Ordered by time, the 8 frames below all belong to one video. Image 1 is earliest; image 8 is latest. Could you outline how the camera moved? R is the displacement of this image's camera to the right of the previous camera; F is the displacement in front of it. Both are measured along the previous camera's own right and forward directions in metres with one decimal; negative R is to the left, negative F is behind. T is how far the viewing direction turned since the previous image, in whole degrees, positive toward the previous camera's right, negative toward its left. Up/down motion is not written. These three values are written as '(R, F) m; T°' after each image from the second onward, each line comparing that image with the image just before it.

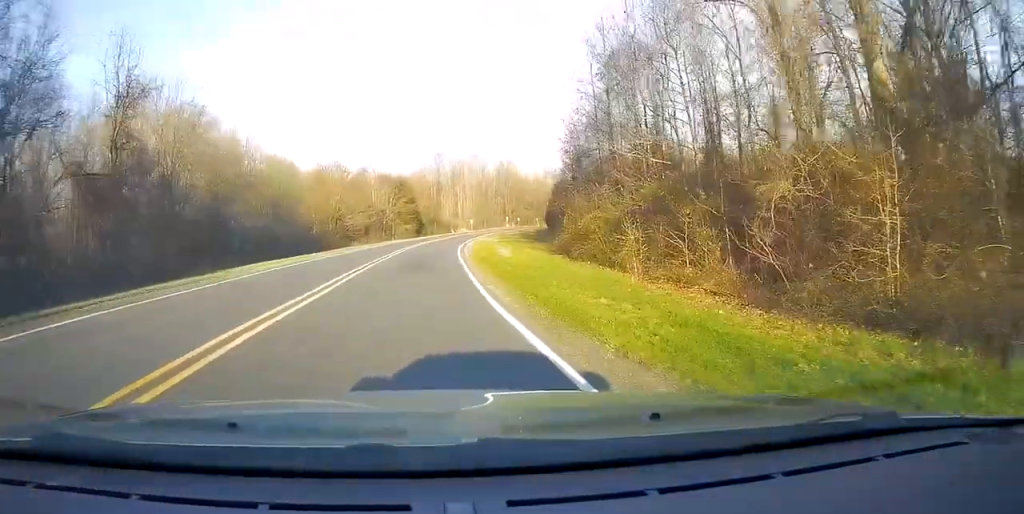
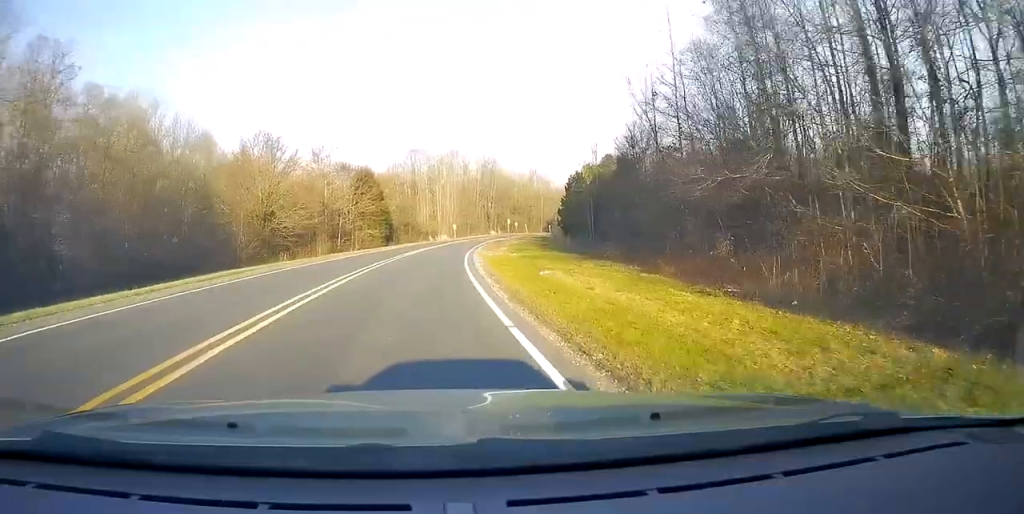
(+1.0, +23.6) m; +2°
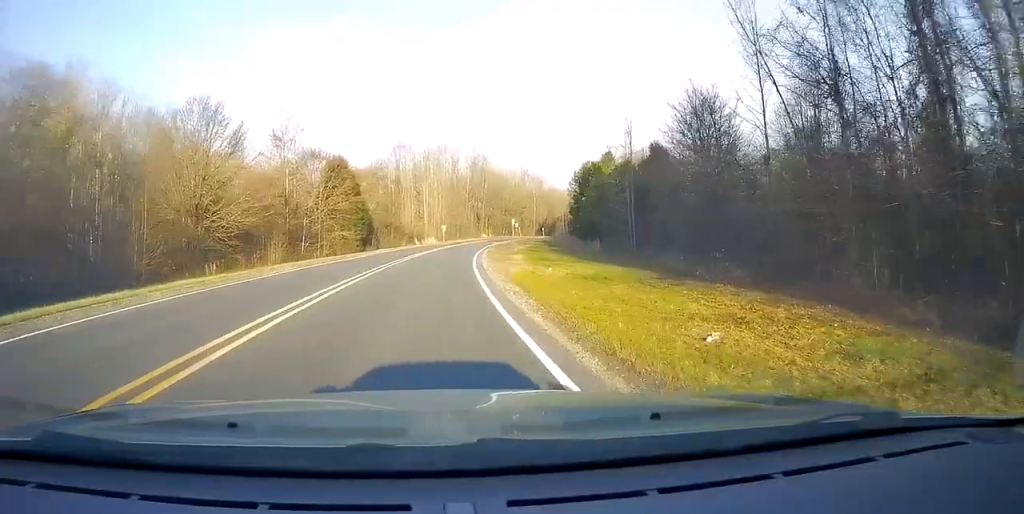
(-0.2, +12.7) m; +1°
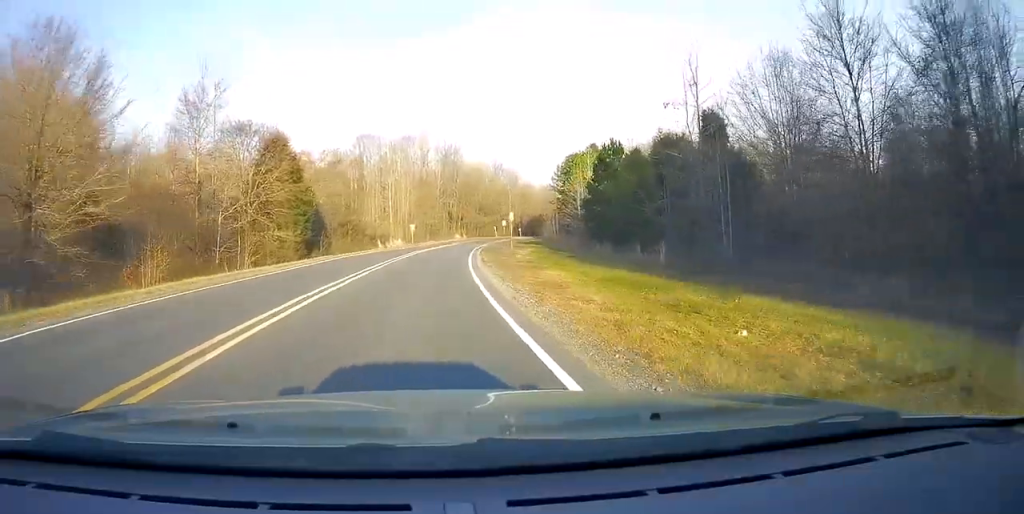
(+0.1, +15.2) m; +2°
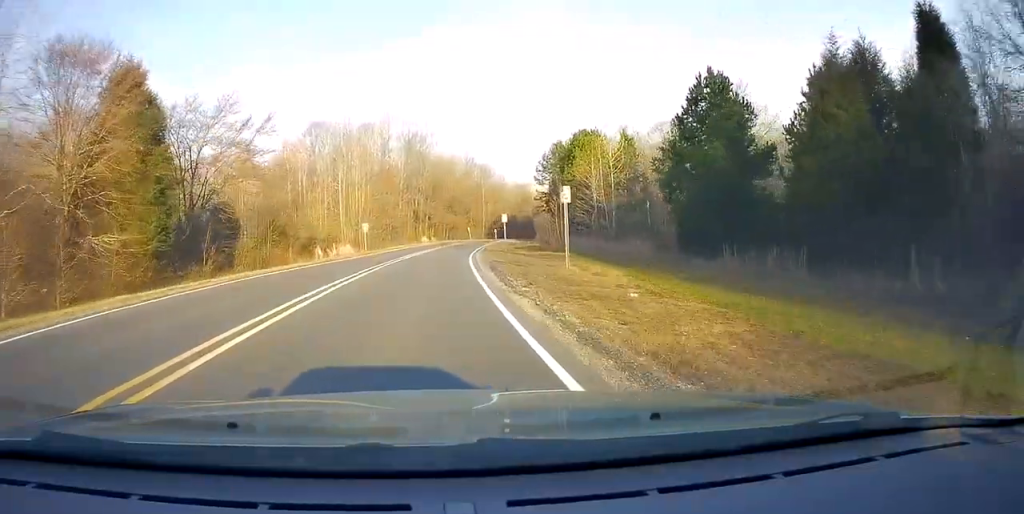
(+0.8, +21.1) m; +4°
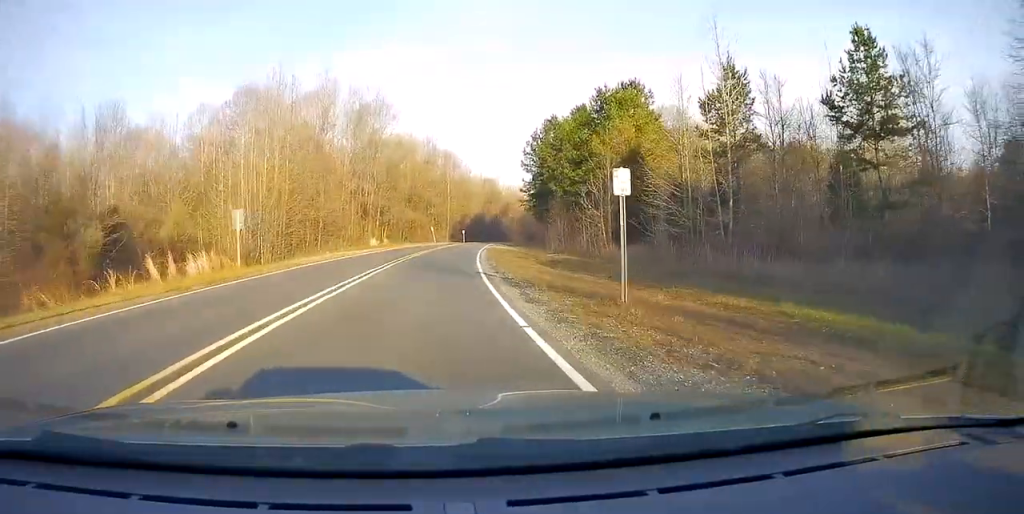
(+1.5, +27.4) m; +6°
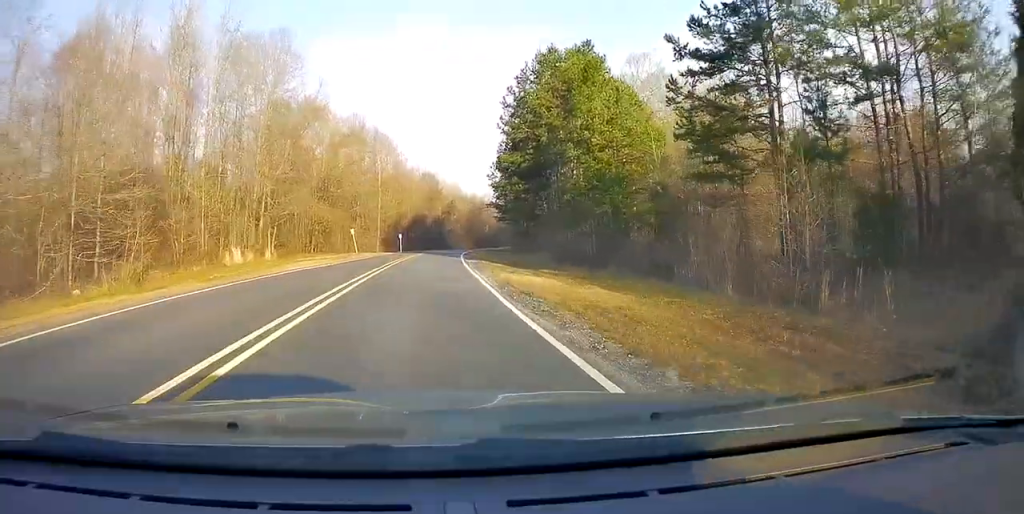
(+2.1, +34.3) m; +6°
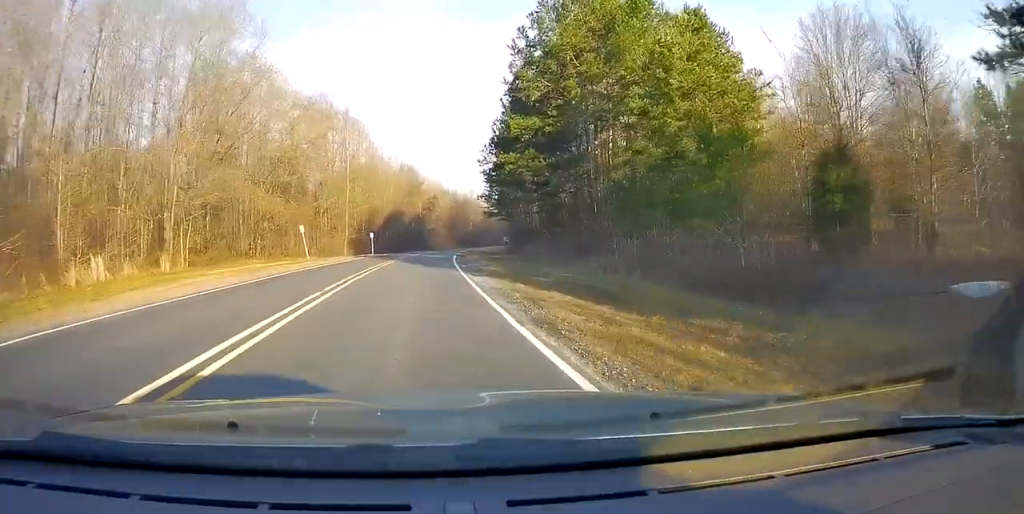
(+0.5, +15.4) m; +1°
